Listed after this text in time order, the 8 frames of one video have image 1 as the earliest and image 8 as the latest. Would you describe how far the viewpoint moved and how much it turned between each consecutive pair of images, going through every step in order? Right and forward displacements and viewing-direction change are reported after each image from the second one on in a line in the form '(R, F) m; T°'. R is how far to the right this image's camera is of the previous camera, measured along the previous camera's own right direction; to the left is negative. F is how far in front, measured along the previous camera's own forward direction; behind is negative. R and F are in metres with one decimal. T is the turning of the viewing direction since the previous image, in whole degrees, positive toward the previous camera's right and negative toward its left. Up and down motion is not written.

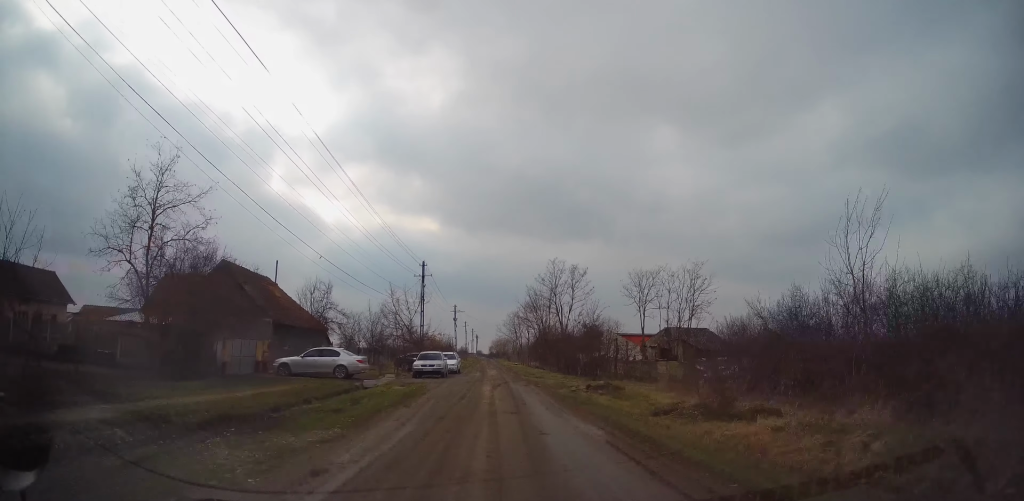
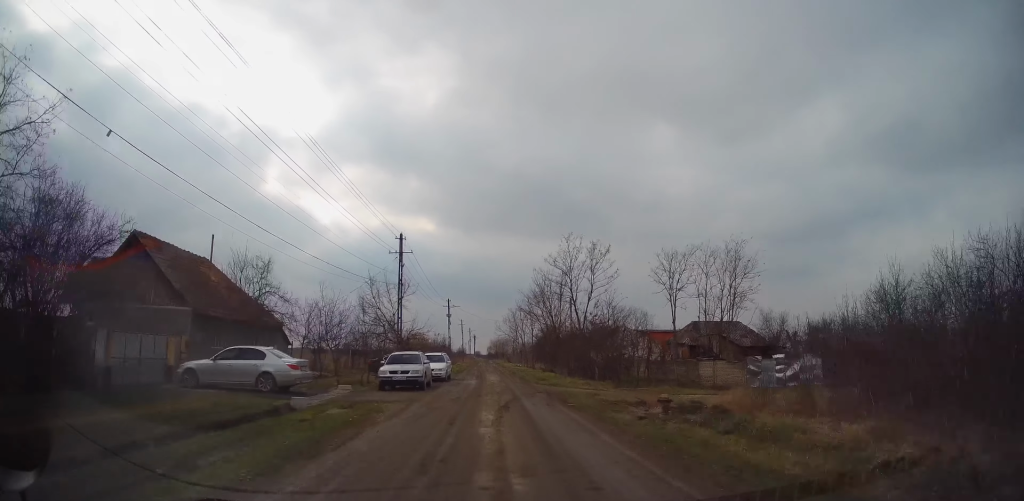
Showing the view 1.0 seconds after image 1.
(+0.1, +9.7) m; -1°
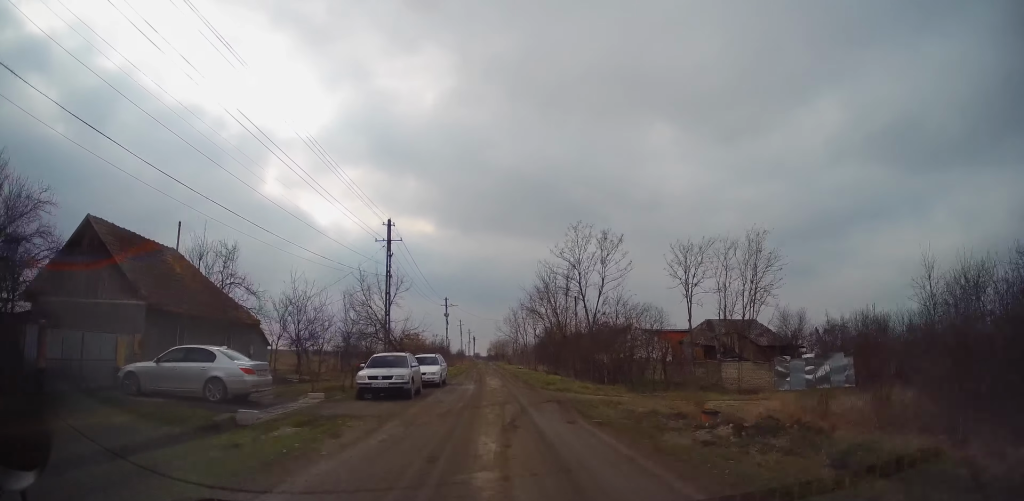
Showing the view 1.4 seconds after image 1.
(-0.1, +3.8) m; -1°
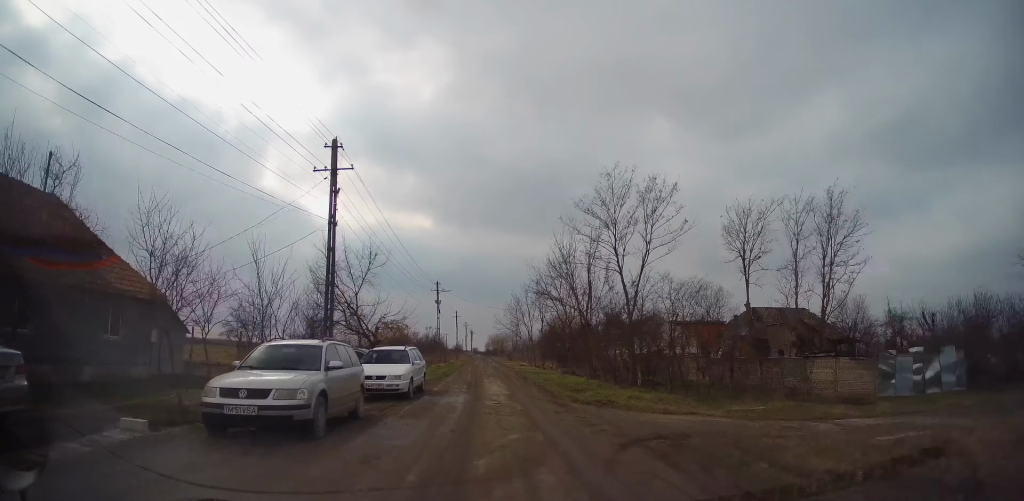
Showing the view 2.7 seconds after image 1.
(-0.1, +9.5) m; -1°
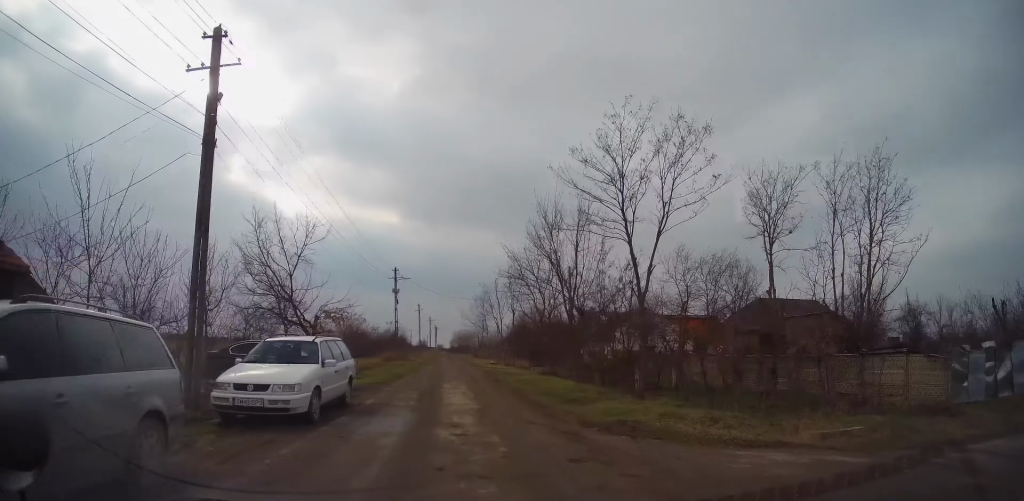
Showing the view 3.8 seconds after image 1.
(+0.1, +6.3) m; +9°
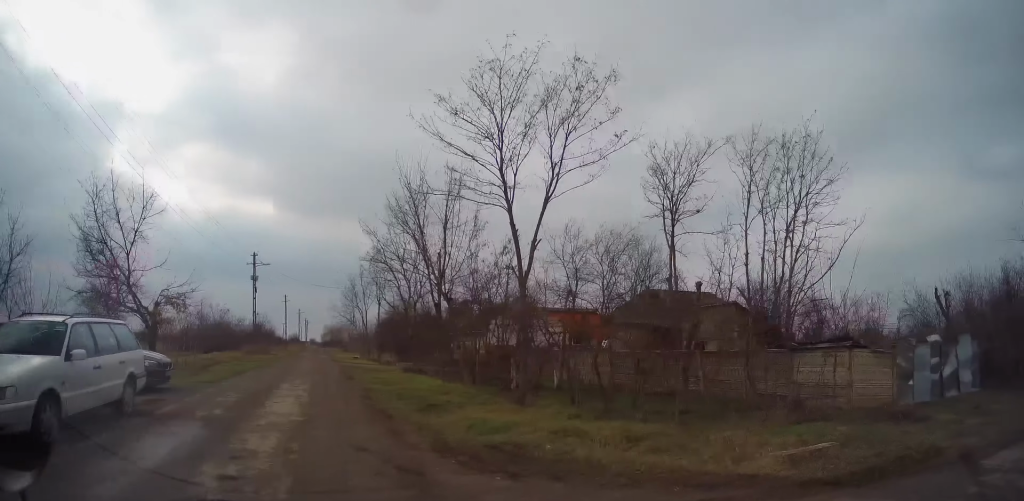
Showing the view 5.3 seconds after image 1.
(+0.5, +4.7) m; +13°
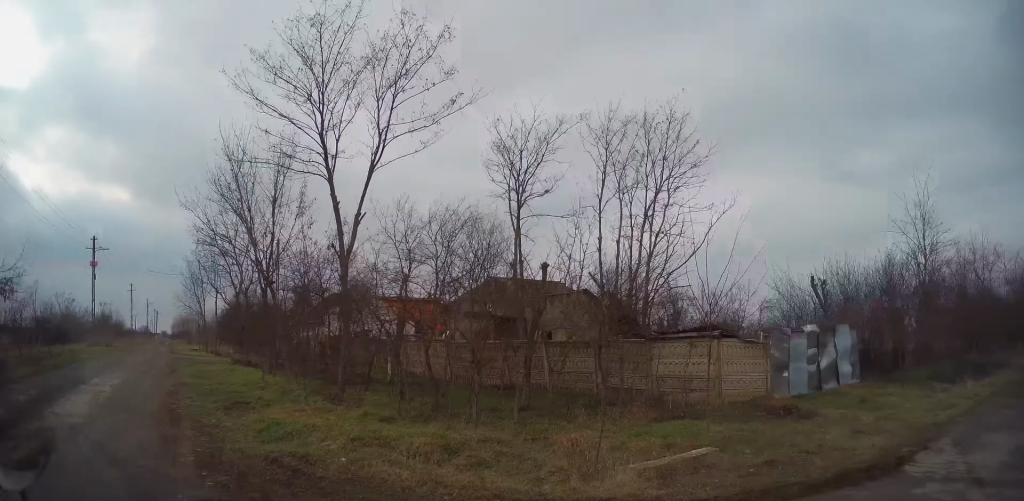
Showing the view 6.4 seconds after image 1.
(+0.6, +2.2) m; +32°
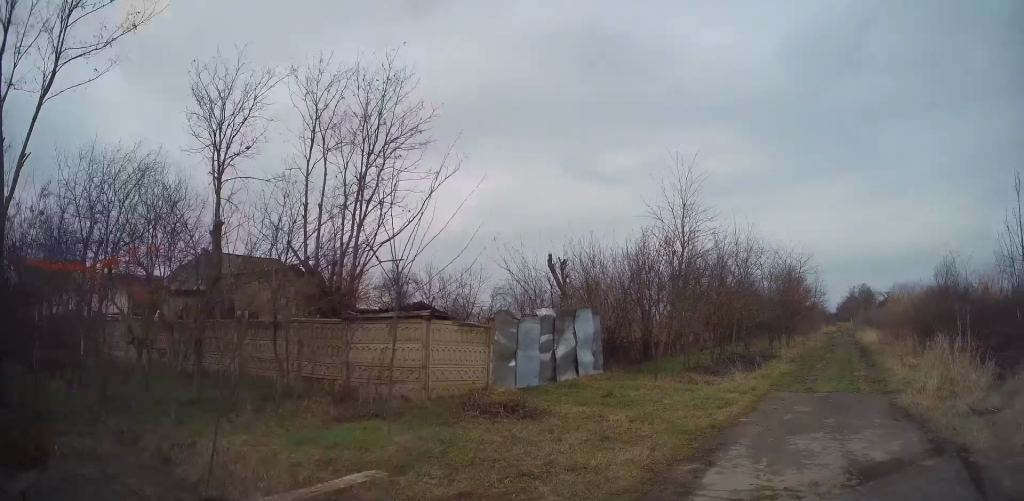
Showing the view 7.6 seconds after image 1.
(+0.5, +2.3) m; +29°
